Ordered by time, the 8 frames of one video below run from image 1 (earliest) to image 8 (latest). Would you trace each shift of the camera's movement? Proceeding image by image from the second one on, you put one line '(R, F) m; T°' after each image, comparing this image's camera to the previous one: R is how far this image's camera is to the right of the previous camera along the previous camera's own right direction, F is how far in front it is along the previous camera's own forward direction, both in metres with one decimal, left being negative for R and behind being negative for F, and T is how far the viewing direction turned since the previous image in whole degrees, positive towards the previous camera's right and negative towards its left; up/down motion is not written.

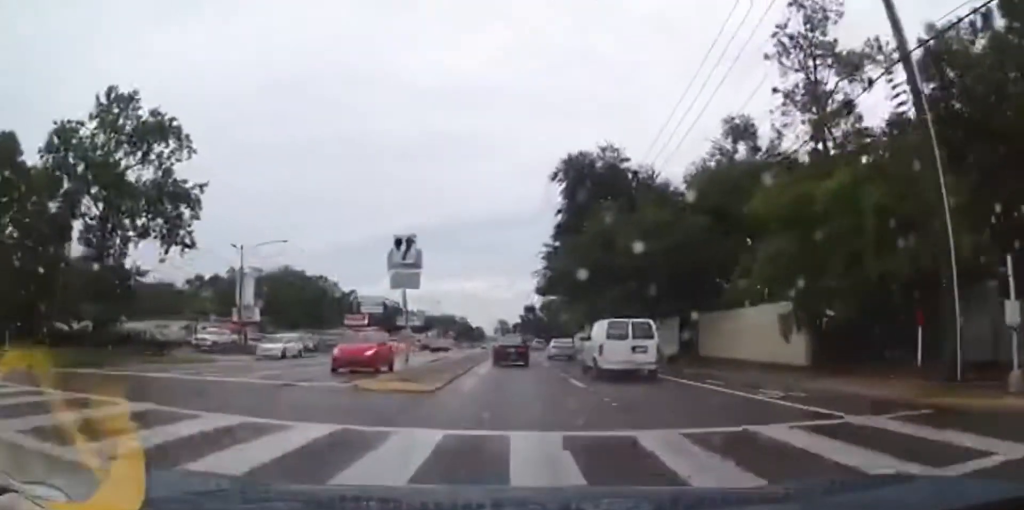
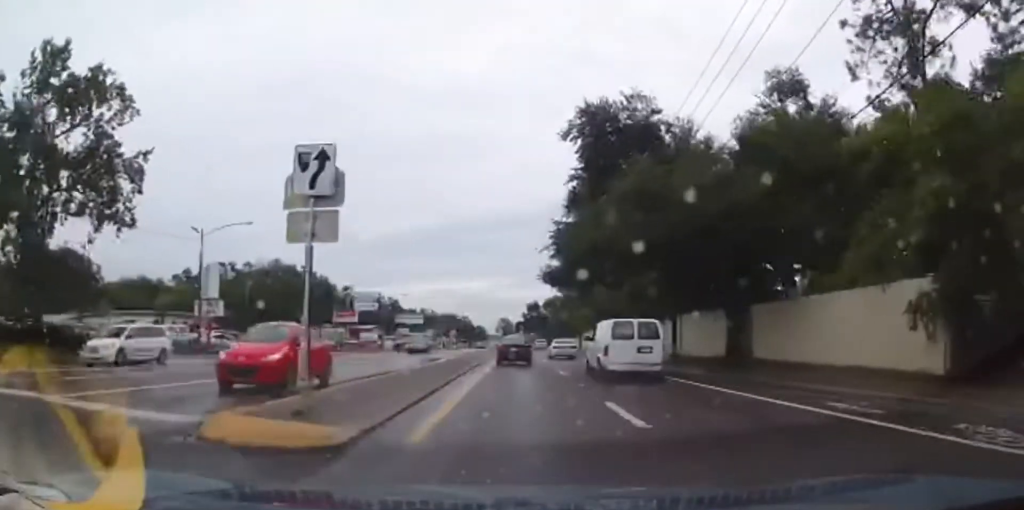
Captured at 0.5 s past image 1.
(0.0, +6.5) m; 0°
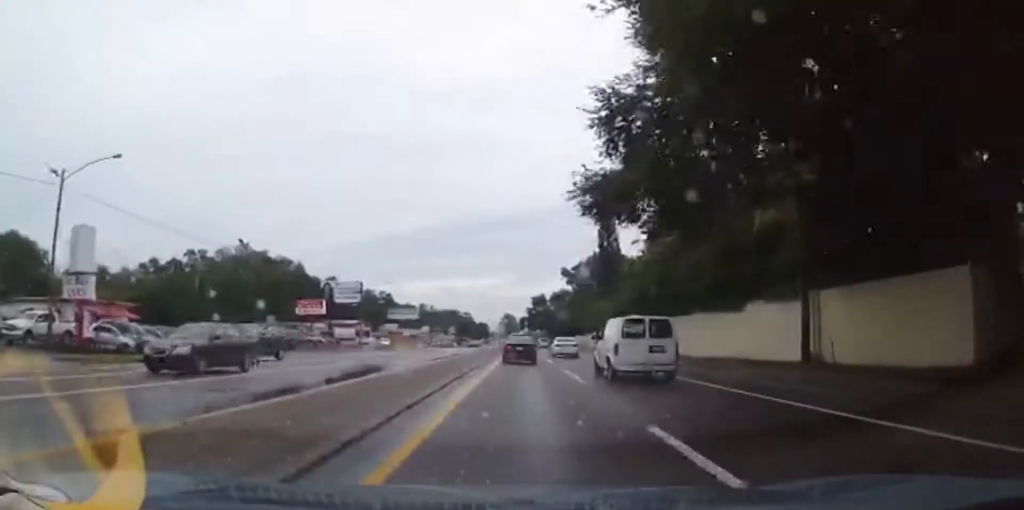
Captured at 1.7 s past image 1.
(0.0, +14.7) m; 0°
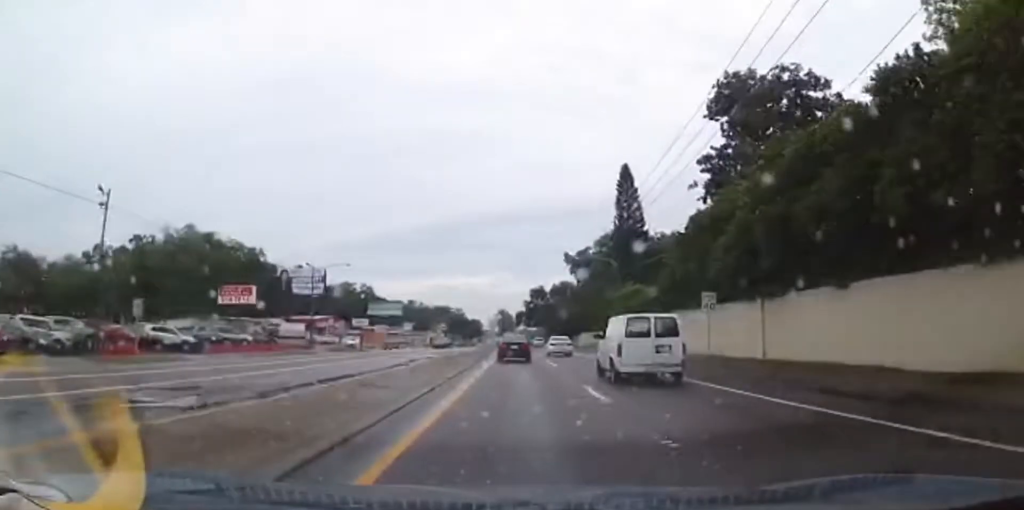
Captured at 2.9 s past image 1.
(-0.1, +17.2) m; -1°
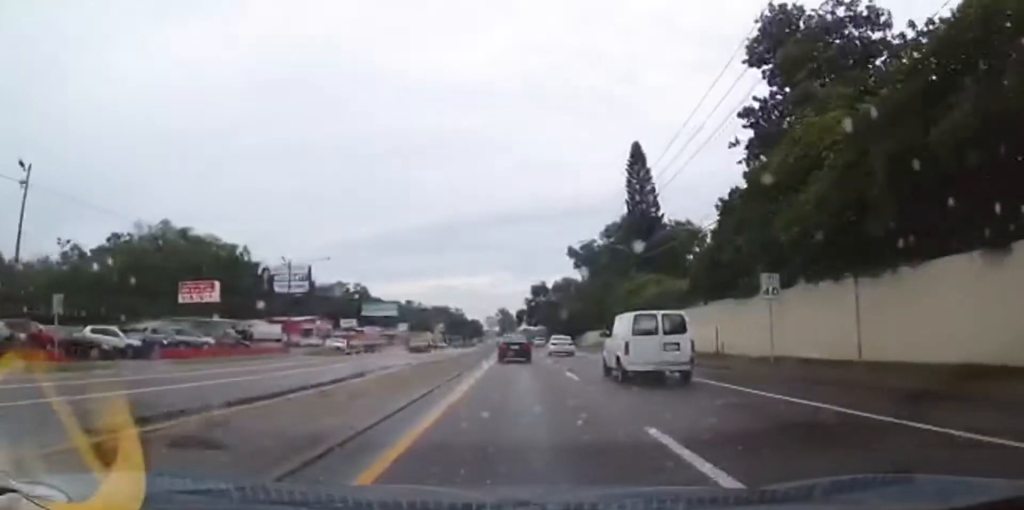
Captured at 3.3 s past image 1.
(-0.1, +6.6) m; 0°
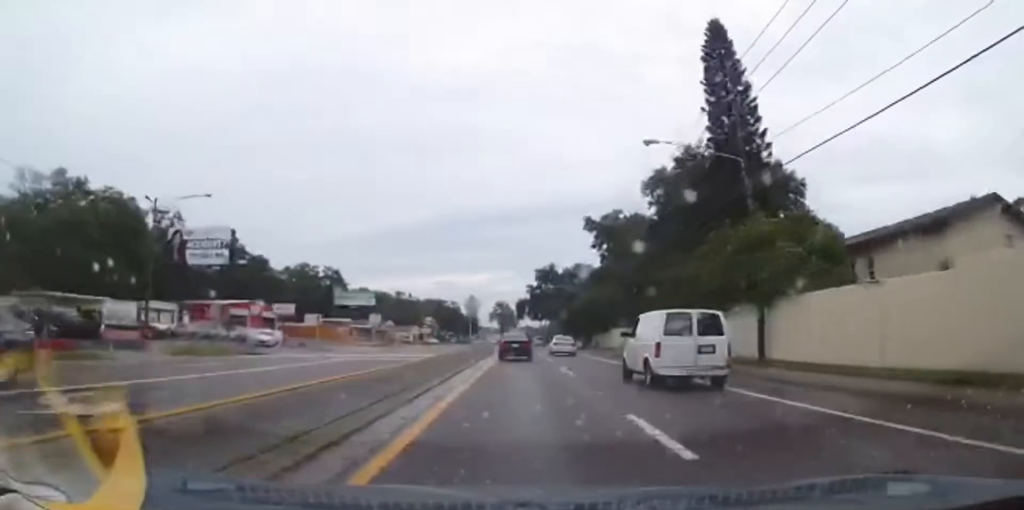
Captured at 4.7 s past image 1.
(0.0, +22.9) m; +1°
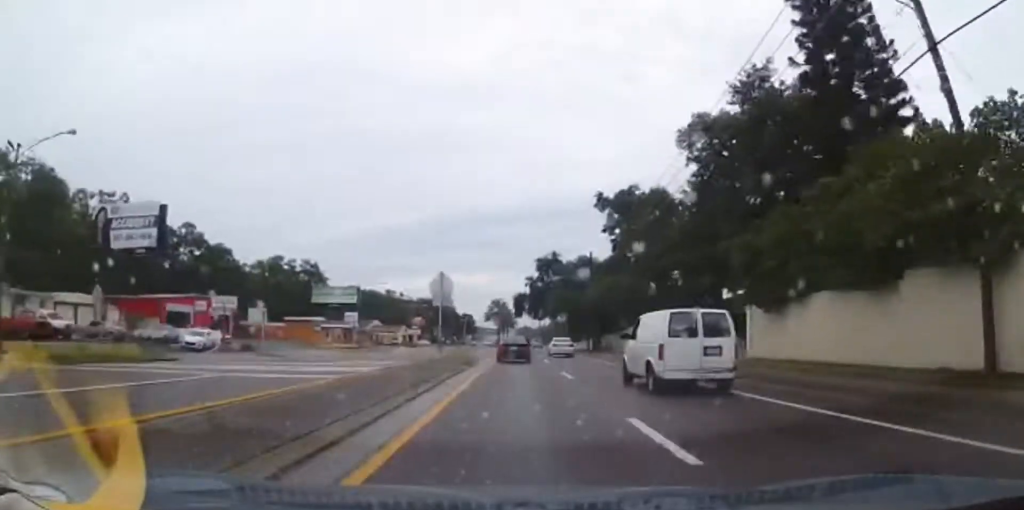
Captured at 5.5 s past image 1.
(+0.2, +12.4) m; +1°
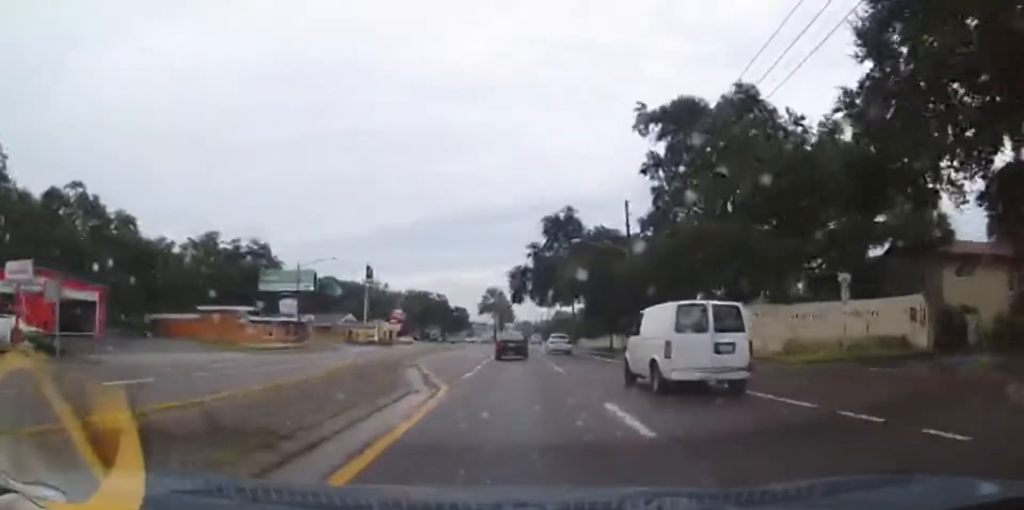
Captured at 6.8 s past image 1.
(-0.1, +23.8) m; -2°
